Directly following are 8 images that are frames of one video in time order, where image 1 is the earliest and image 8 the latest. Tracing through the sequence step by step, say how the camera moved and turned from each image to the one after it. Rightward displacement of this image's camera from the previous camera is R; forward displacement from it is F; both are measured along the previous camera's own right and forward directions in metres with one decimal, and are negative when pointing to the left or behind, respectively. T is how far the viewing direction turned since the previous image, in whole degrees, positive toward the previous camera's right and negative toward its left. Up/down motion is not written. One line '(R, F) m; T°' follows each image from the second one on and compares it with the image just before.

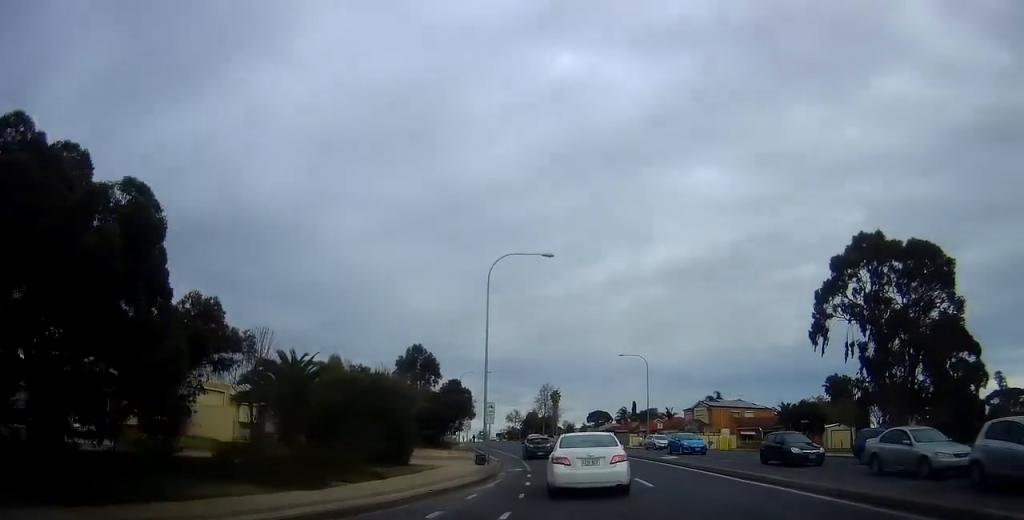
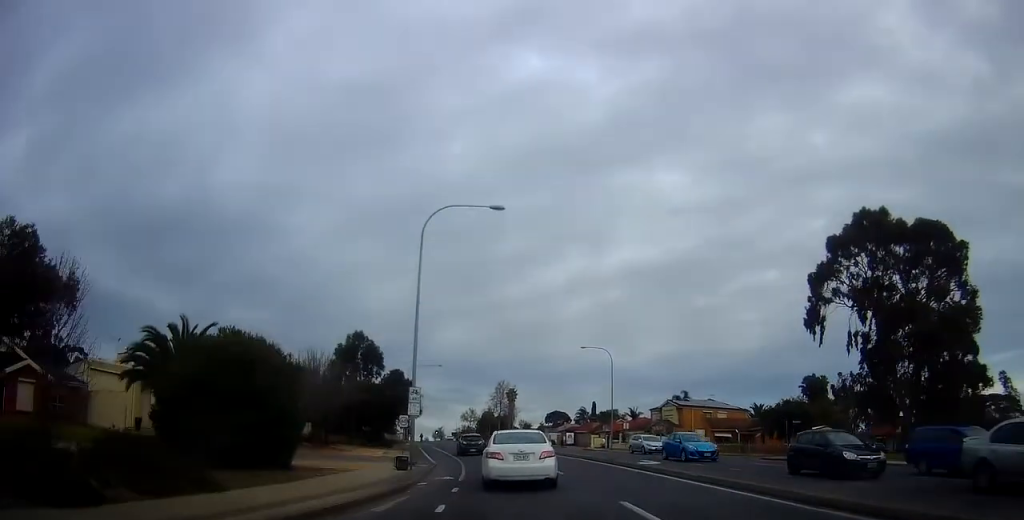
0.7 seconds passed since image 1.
(+1.2, +6.9) m; +9°
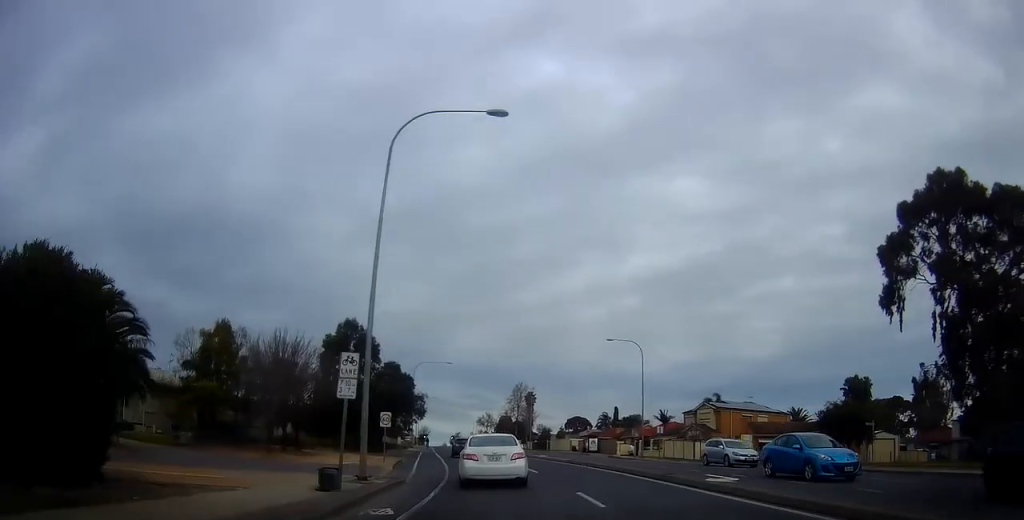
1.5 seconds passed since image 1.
(0.0, +8.3) m; -3°
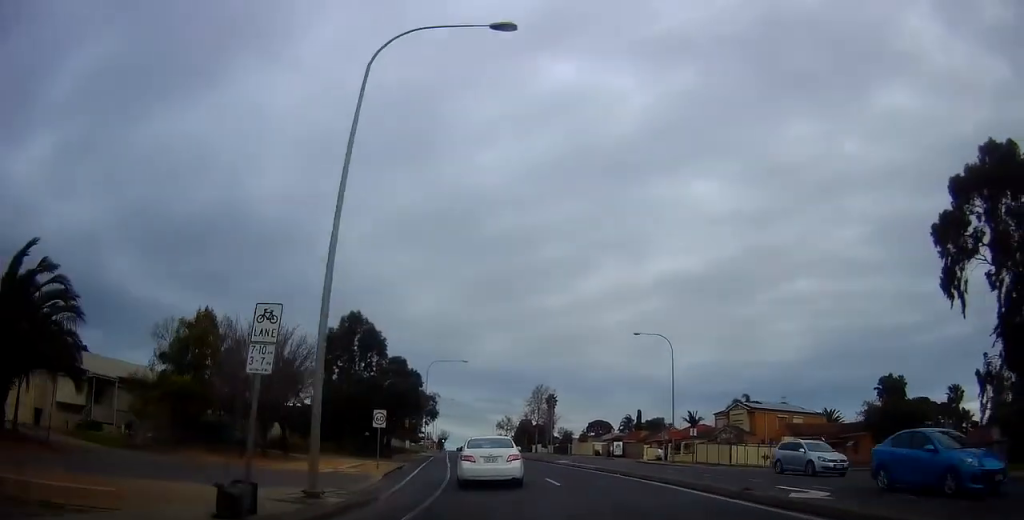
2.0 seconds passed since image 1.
(-0.2, +5.0) m; -2°
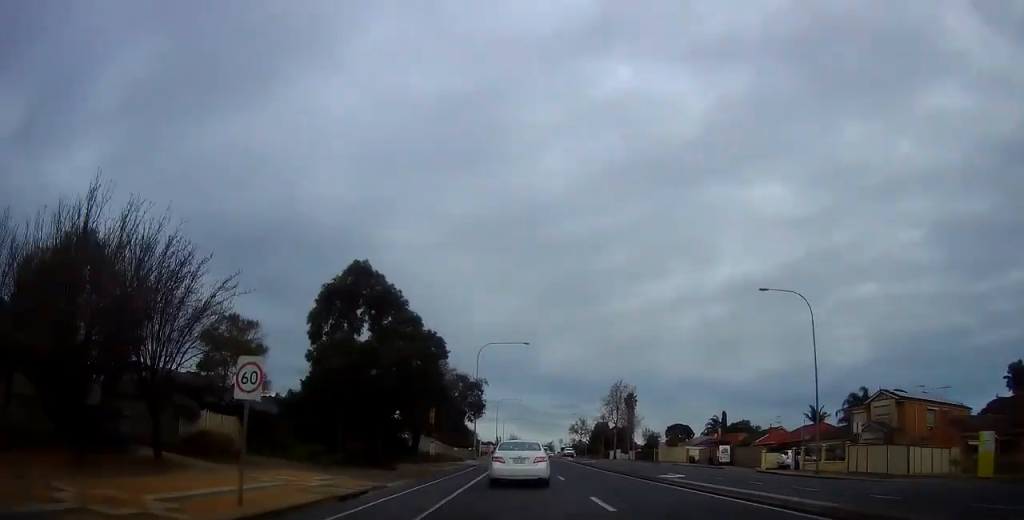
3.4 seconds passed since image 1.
(-0.9, +17.4) m; -4°
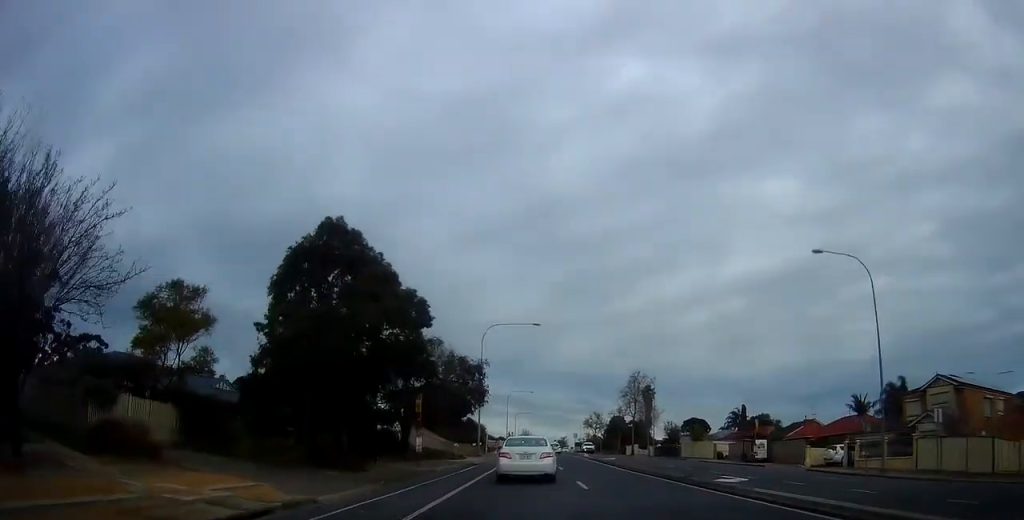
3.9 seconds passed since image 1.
(0.0, +7.1) m; -1°
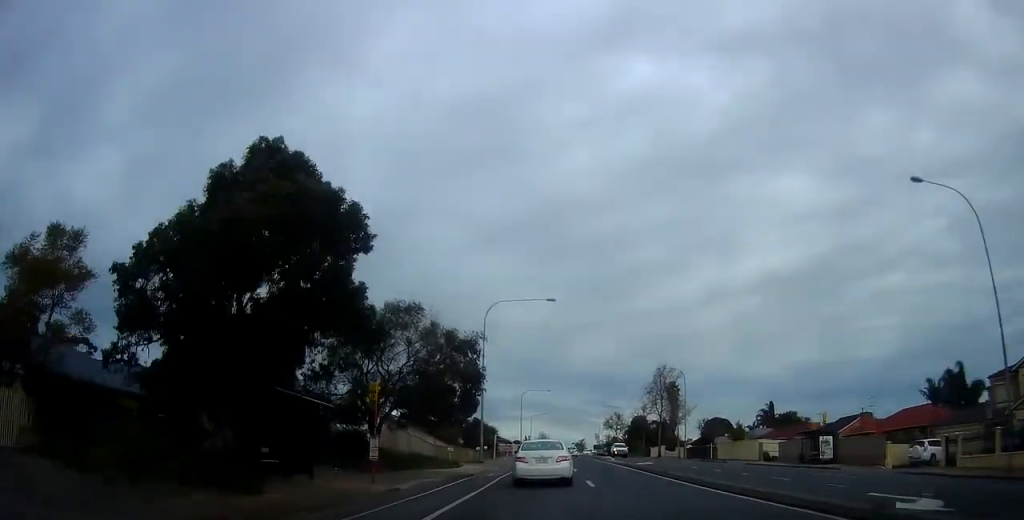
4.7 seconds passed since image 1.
(0.0, +10.0) m; -2°
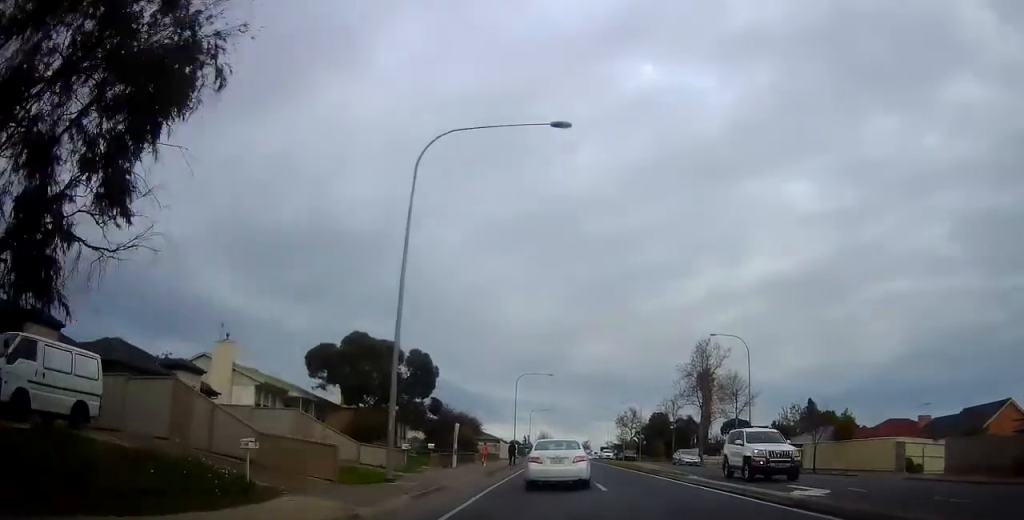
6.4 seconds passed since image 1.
(-1.3, +25.4) m; -1°
